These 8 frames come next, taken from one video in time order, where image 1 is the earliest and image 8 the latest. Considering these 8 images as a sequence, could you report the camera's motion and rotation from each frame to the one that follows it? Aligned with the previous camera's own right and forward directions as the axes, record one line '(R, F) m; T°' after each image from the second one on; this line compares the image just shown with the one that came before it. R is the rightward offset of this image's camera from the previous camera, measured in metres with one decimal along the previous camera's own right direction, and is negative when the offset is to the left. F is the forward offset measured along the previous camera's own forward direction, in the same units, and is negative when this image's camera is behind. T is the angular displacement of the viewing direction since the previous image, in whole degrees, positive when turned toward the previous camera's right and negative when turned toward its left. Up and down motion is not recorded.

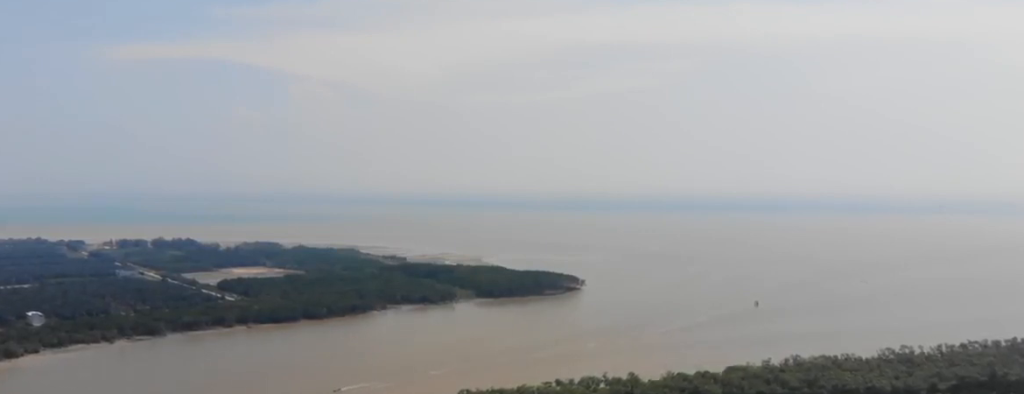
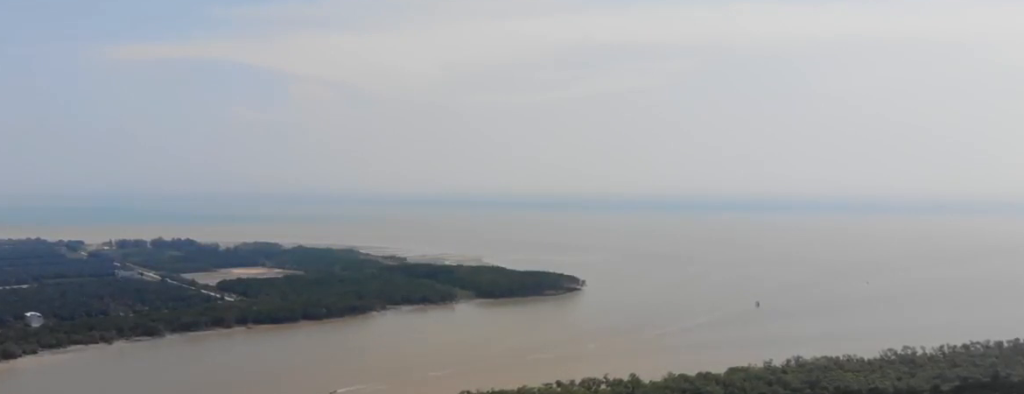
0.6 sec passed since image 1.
(0.0, +3.5) m; 0°
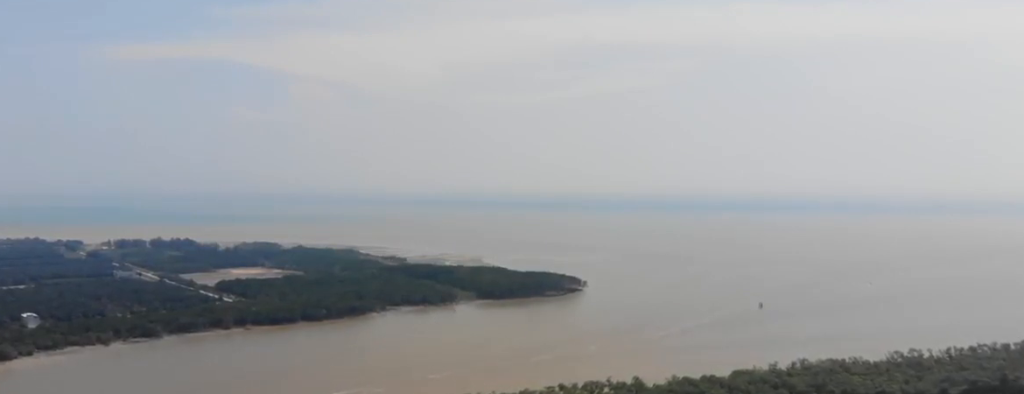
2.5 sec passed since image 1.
(0.0, +10.1) m; 0°
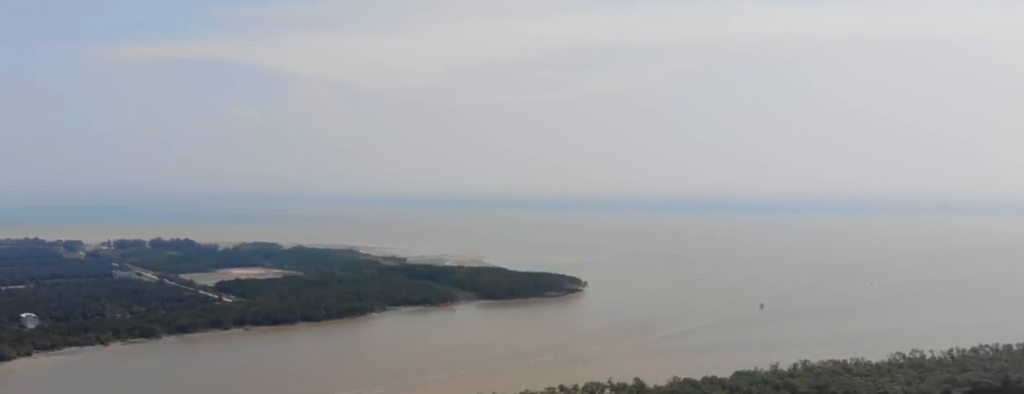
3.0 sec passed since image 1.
(0.0, +3.0) m; 0°
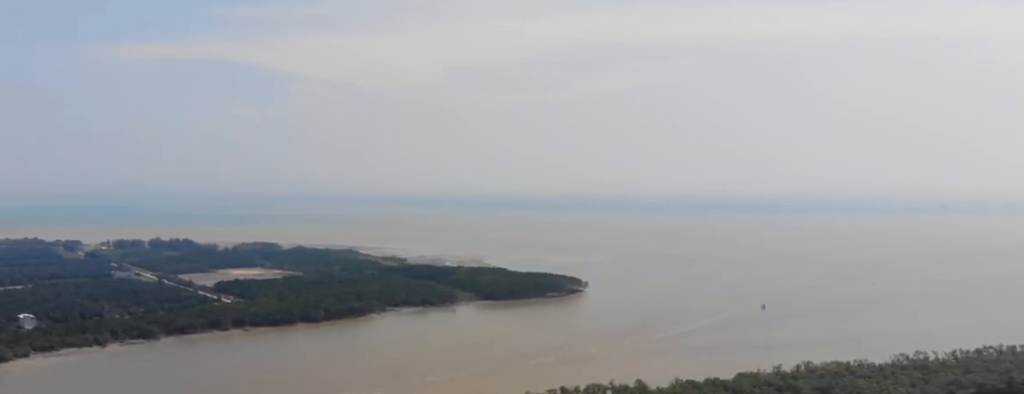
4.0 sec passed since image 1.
(-0.1, +5.4) m; -1°
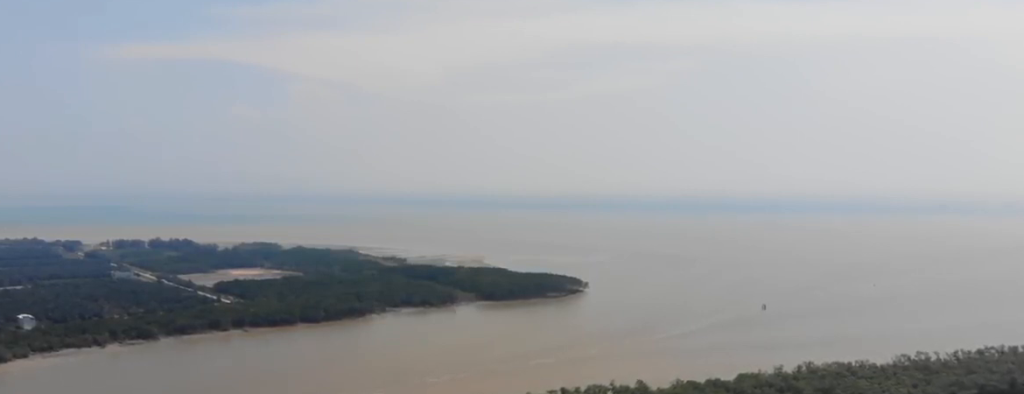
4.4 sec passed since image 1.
(0.0, +2.3) m; 0°
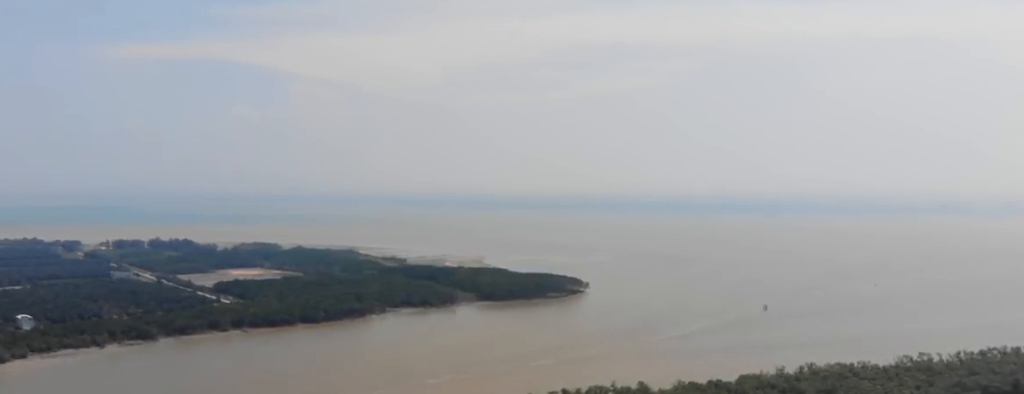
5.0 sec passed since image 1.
(0.0, +3.6) m; -1°
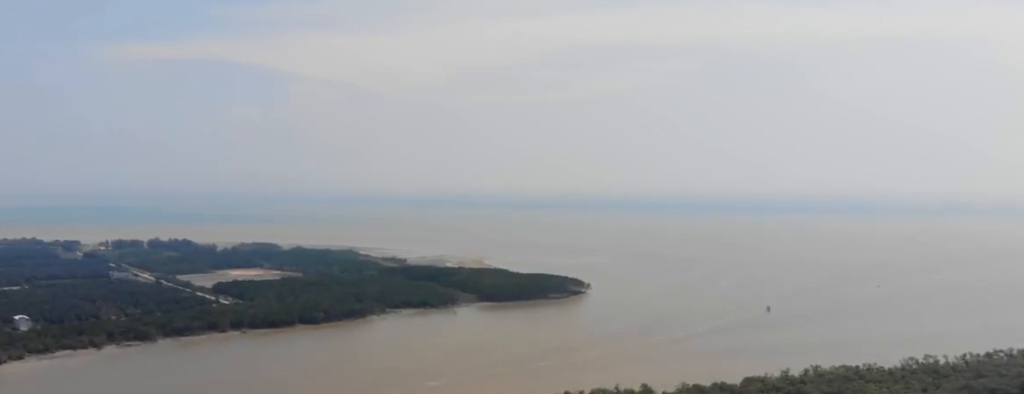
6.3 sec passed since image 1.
(0.0, +7.5) m; 0°
